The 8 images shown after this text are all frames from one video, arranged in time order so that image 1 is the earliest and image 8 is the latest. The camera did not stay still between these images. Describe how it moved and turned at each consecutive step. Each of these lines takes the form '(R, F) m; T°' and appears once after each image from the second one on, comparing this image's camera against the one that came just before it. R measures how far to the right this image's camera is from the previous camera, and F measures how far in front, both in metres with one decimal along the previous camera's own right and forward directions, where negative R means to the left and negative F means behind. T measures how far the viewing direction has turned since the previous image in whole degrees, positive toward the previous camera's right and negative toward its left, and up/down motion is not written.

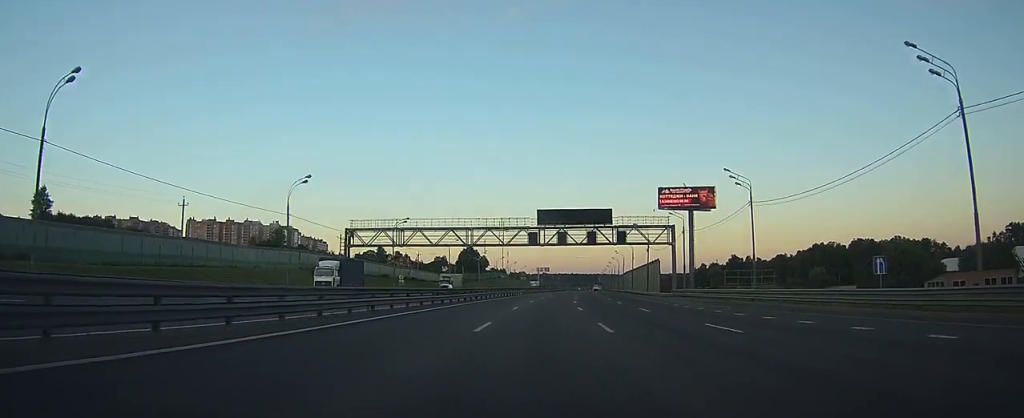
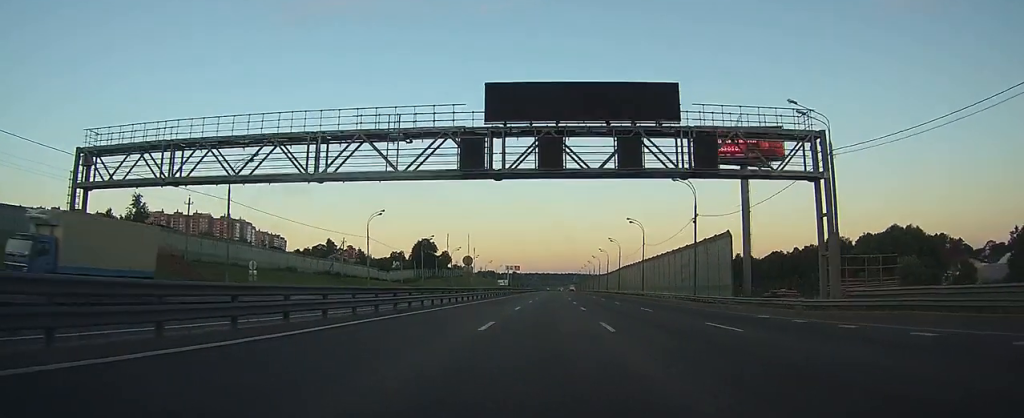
(+1.4, +47.7) m; +3°
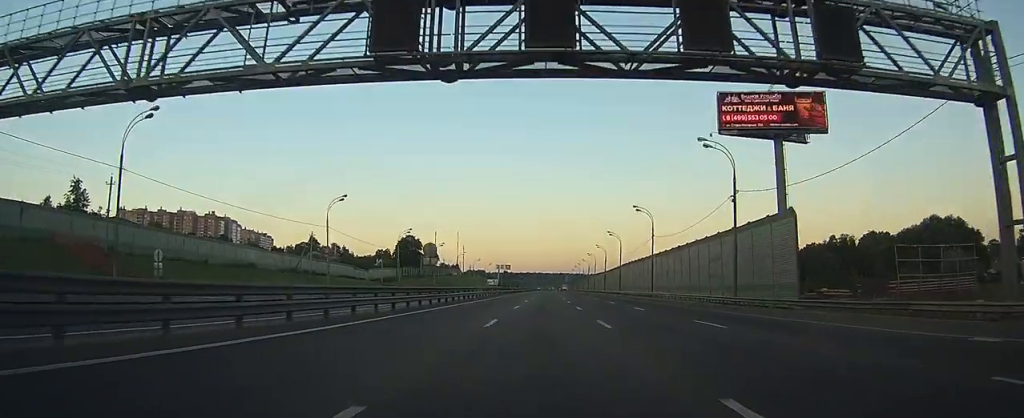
(+0.1, +14.7) m; +1°
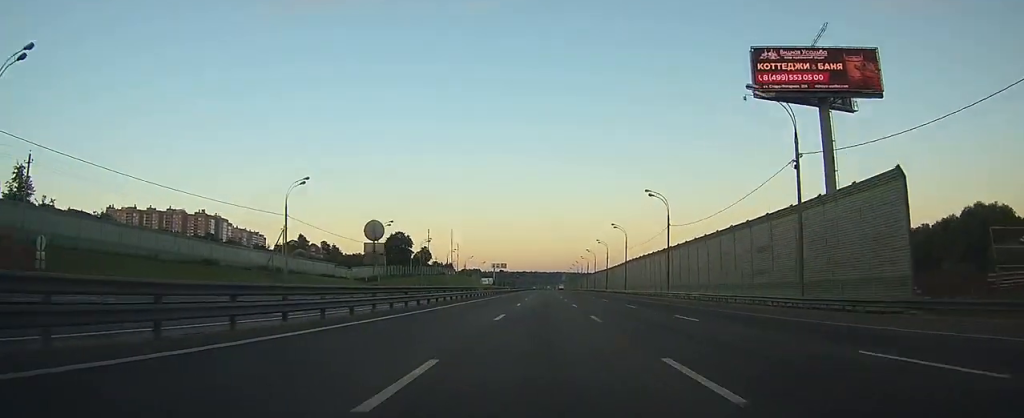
(0.0, +12.3) m; 0°
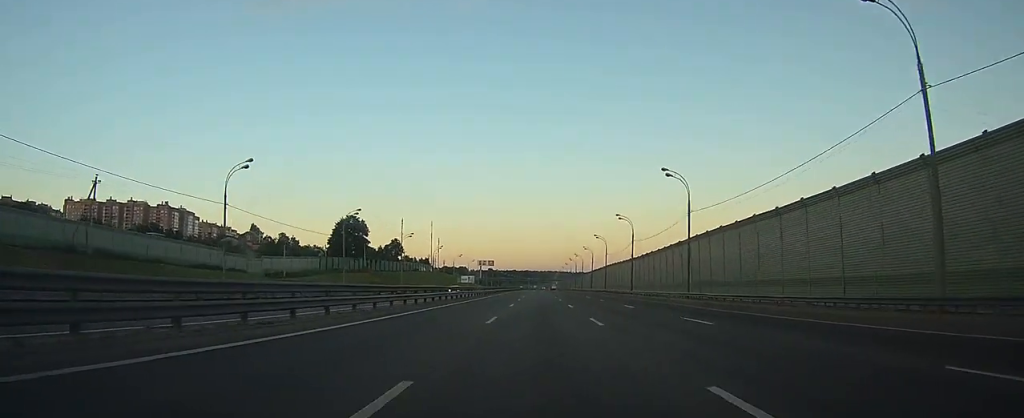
(+0.5, +50.4) m; +1°
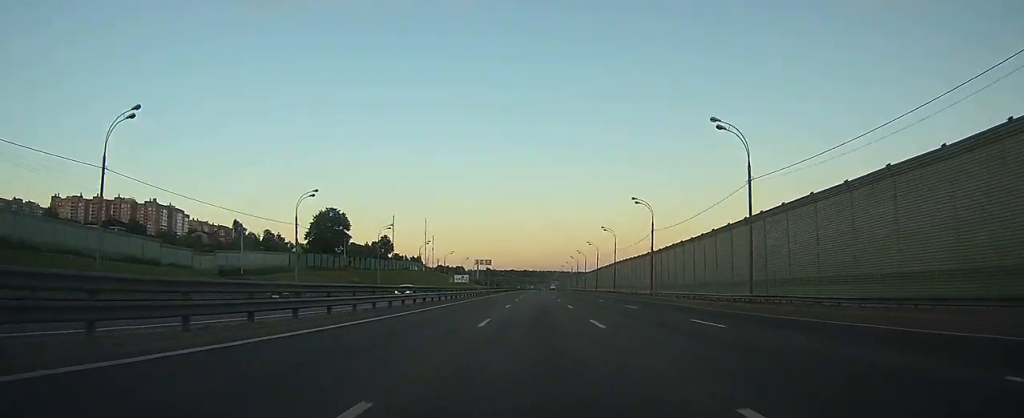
(0.0, +17.5) m; 0°
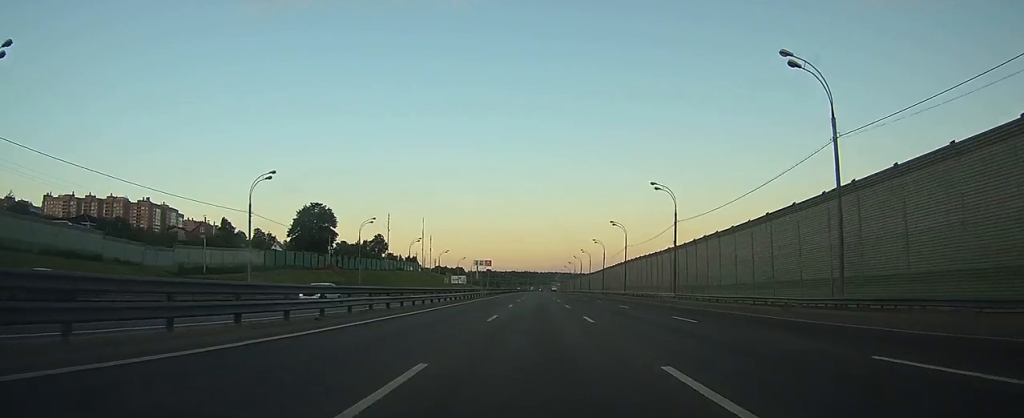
(0.0, +12.6) m; 0°
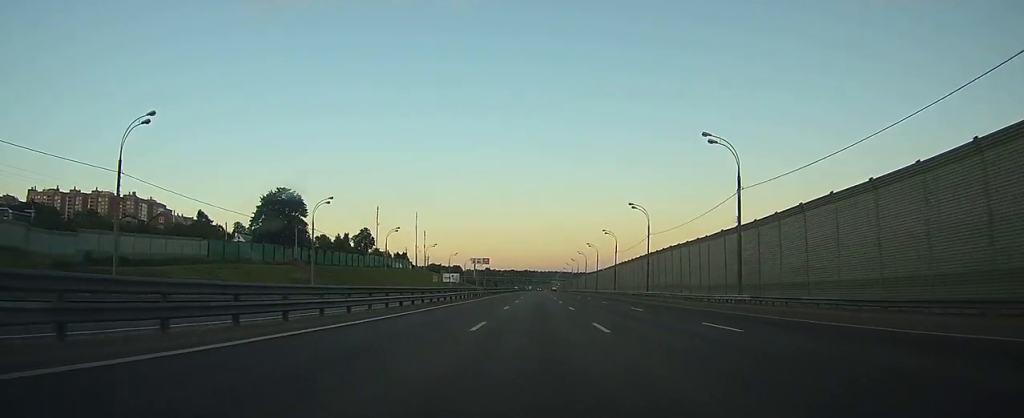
(0.0, +21.2) m; 0°
